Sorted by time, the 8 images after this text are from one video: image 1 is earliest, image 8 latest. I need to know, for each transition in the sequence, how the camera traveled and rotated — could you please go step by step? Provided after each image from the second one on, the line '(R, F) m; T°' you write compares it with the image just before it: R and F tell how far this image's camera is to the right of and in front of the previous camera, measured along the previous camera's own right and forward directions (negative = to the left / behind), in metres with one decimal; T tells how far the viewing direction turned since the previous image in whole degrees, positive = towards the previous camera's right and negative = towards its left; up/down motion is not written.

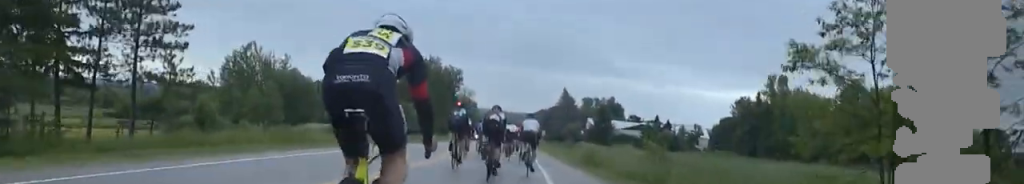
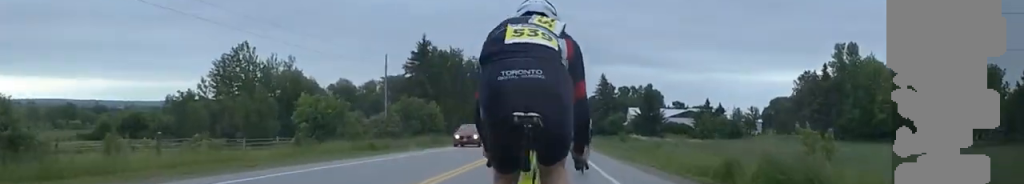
(0.0, +17.1) m; 0°
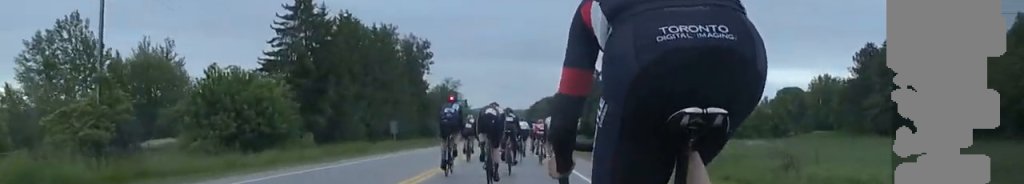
(-1.7, +36.6) m; -2°
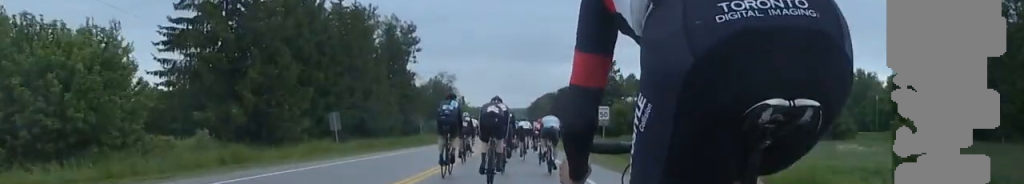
(+0.6, +15.7) m; +2°
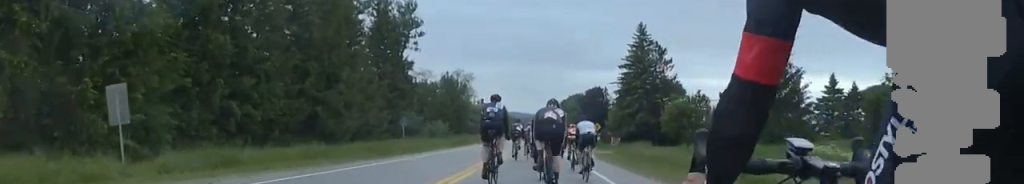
(0.0, +19.3) m; 0°
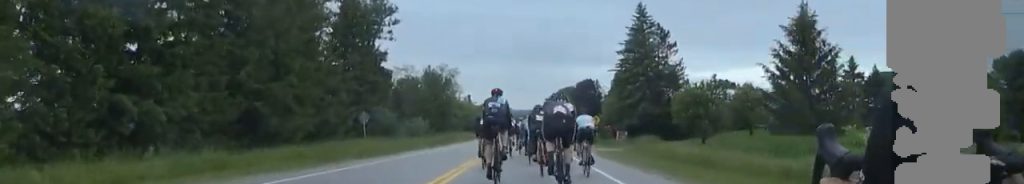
(0.0, +7.8) m; 0°
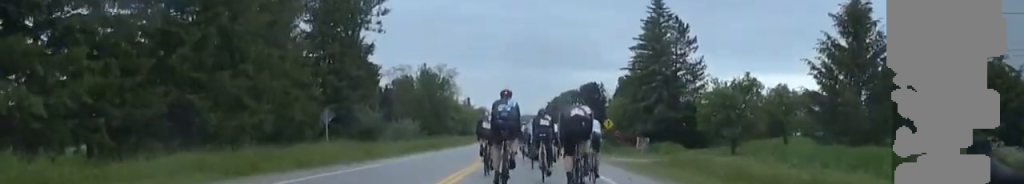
(0.0, +6.7) m; 0°
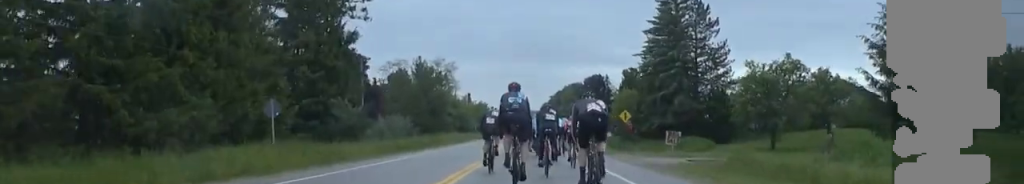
(0.0, +6.2) m; 0°
